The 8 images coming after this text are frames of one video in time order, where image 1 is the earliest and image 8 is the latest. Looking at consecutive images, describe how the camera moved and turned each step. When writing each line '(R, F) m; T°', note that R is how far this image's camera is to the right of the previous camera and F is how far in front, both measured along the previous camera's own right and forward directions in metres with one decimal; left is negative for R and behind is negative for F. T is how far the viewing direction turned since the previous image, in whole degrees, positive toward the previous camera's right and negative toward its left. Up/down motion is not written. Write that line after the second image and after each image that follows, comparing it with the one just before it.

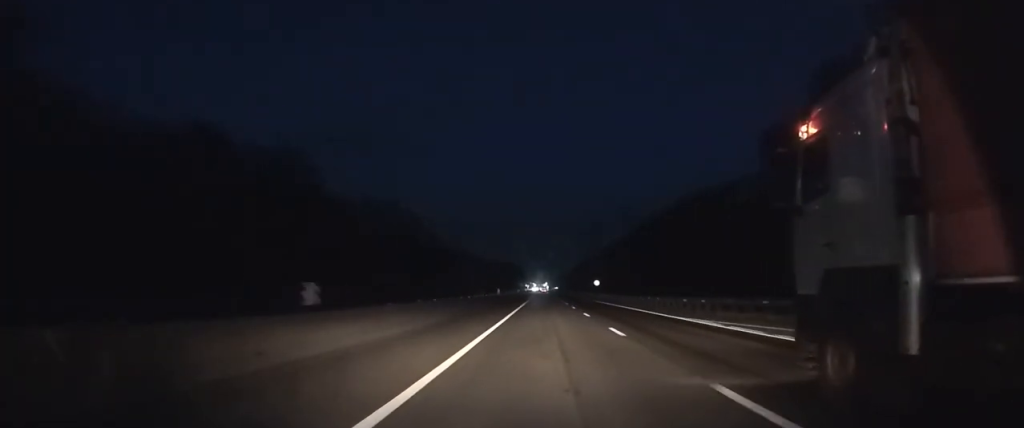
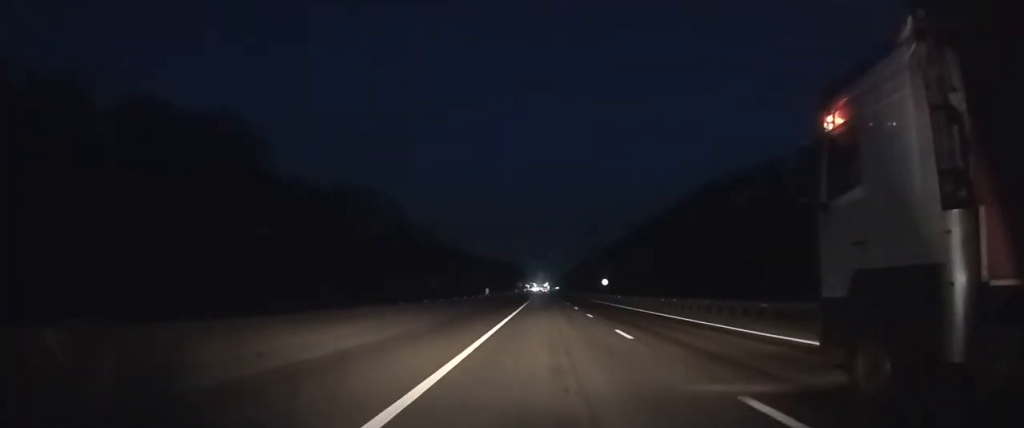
(-0.1, +14.5) m; 0°
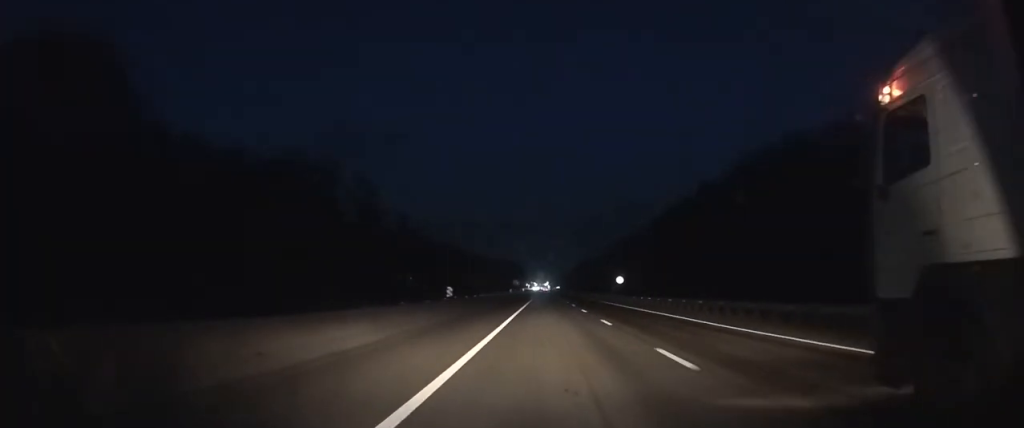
(0.0, +21.6) m; 0°
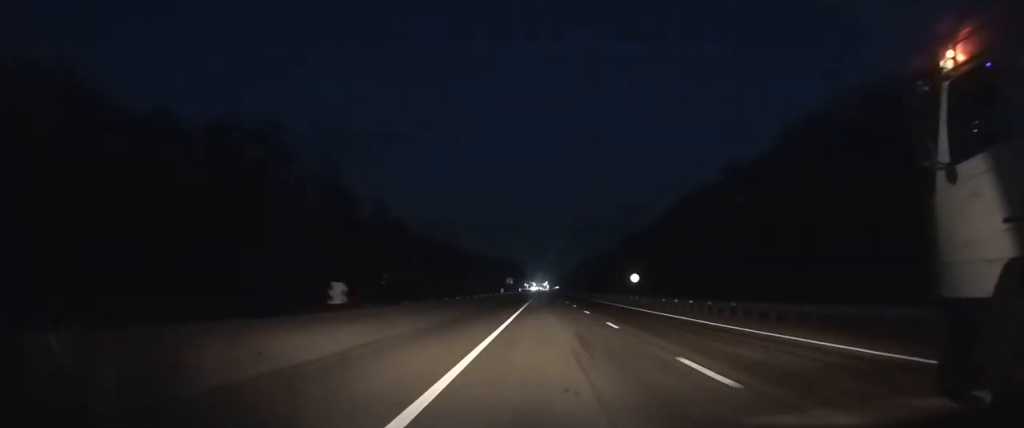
(0.0, +17.5) m; 0°
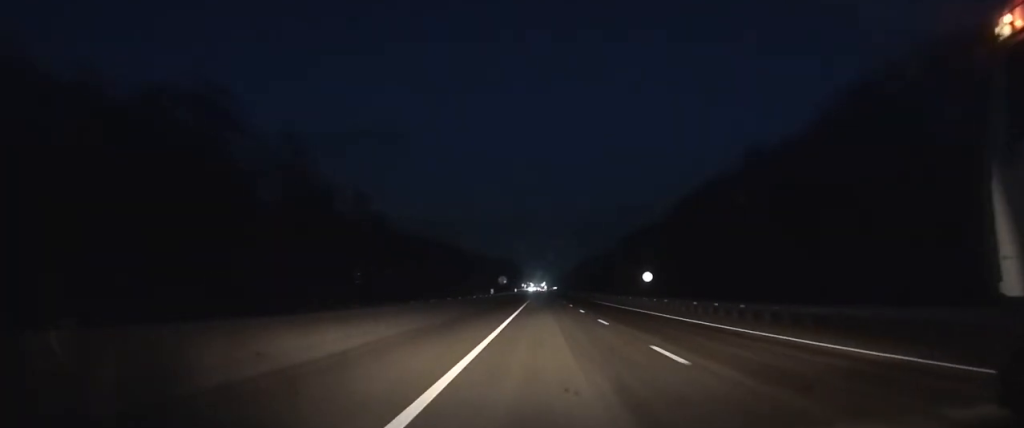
(0.0, +12.7) m; 0°
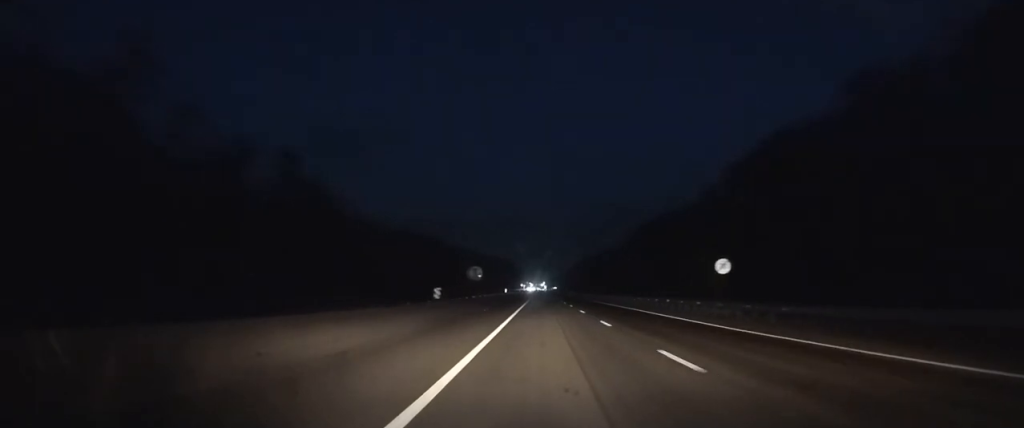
(-0.1, +31.8) m; 0°
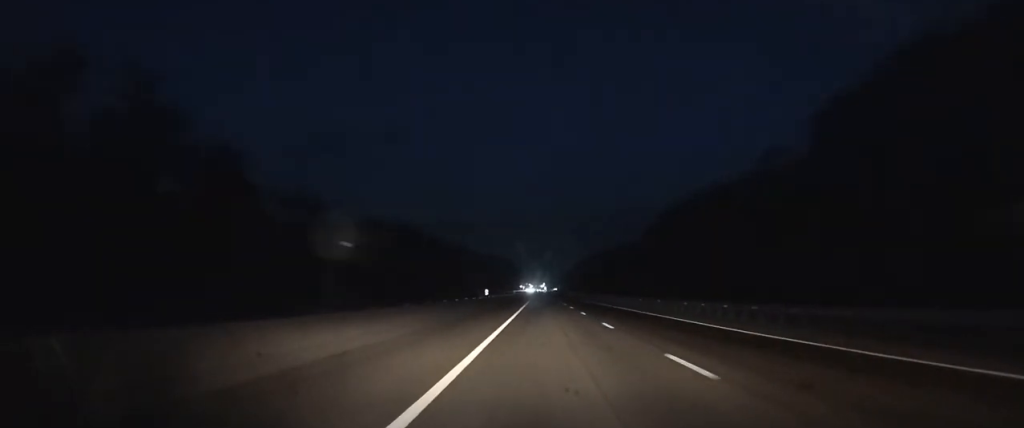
(0.0, +28.2) m; 0°
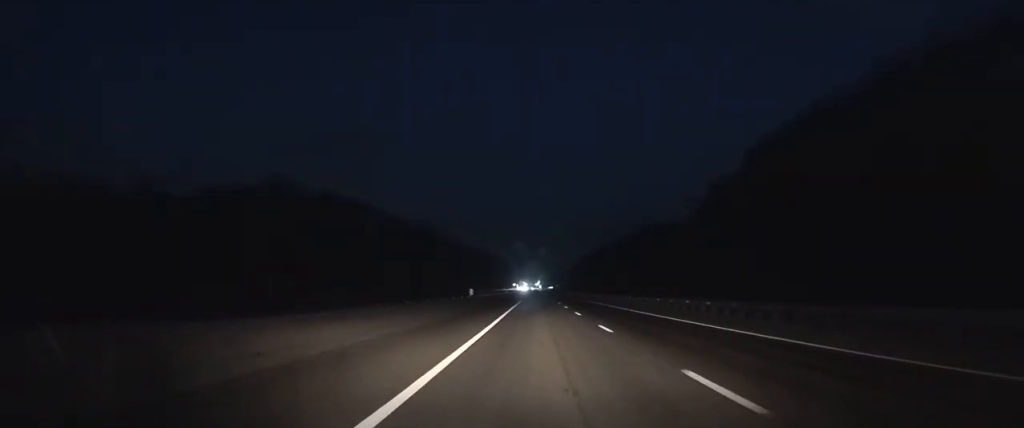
(+0.3, +51.3) m; +1°
